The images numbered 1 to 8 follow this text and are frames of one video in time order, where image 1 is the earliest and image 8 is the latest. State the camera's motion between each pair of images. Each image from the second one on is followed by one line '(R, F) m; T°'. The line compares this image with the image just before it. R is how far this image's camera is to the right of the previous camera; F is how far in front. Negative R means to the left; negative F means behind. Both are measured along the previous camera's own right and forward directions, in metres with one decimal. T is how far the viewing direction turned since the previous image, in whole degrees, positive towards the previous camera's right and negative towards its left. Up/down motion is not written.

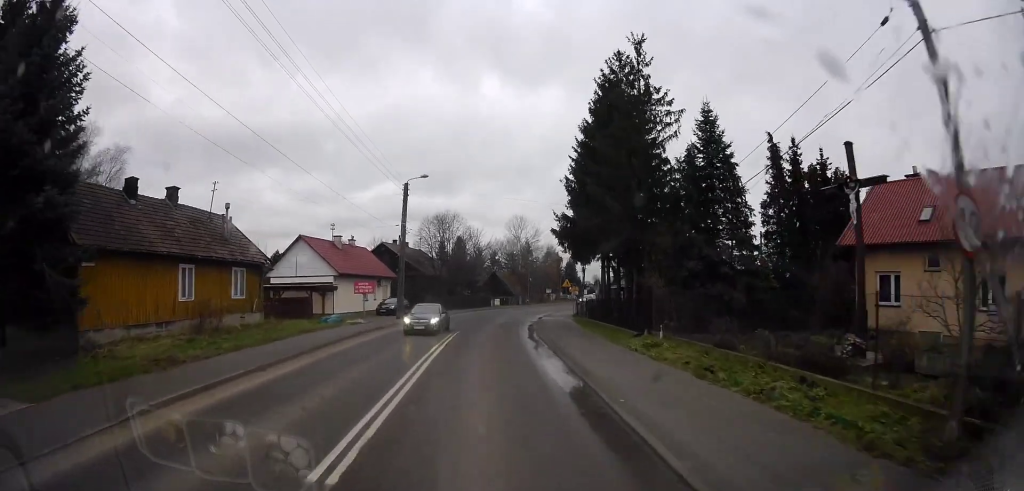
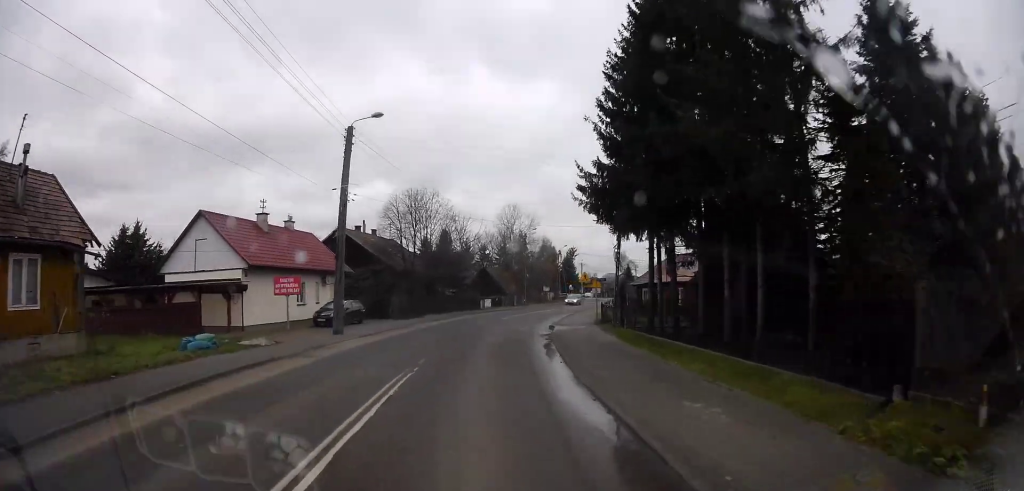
(-0.6, +13.2) m; -2°
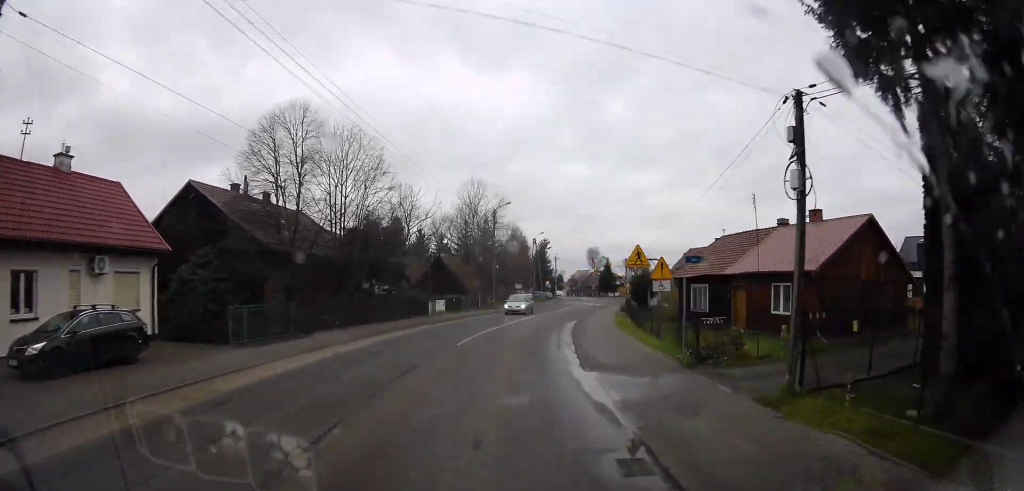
(+1.1, +19.3) m; +8°
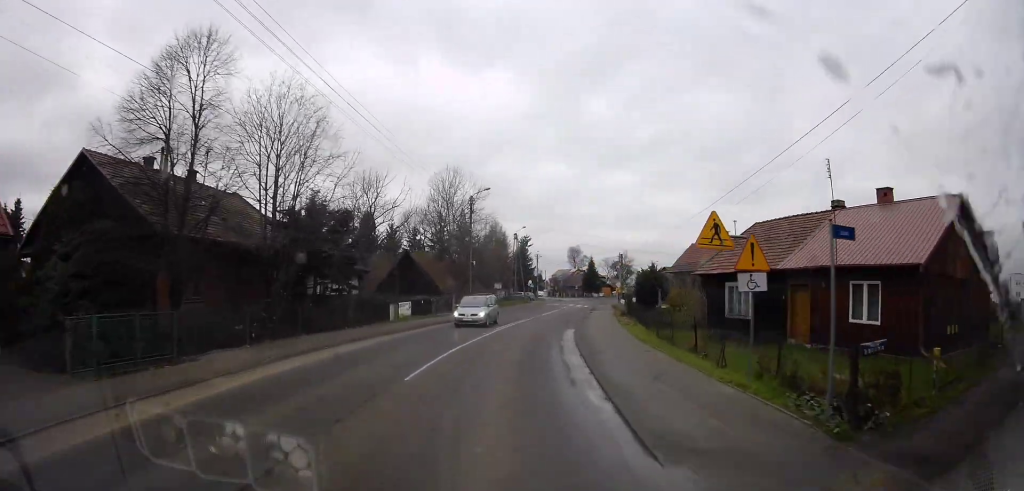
(+0.3, +7.1) m; +4°
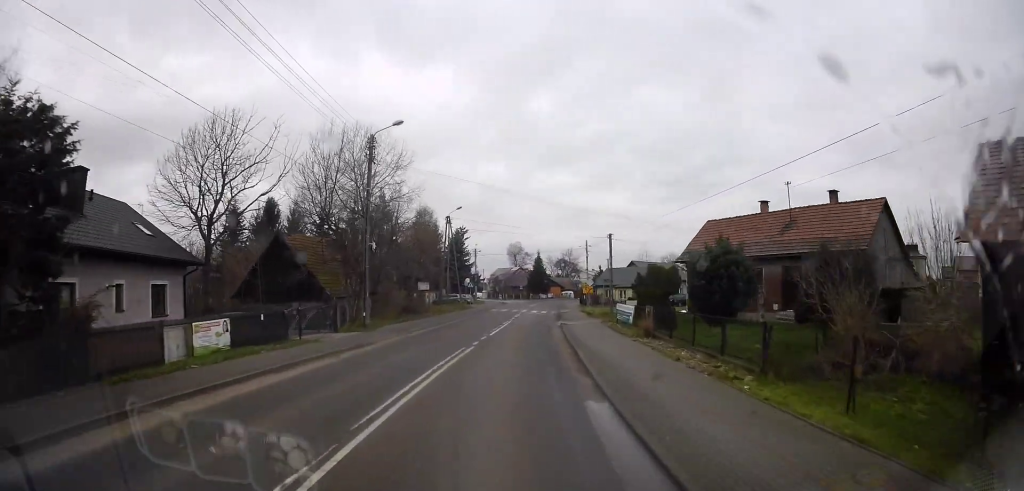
(+0.6, +17.3) m; +2°
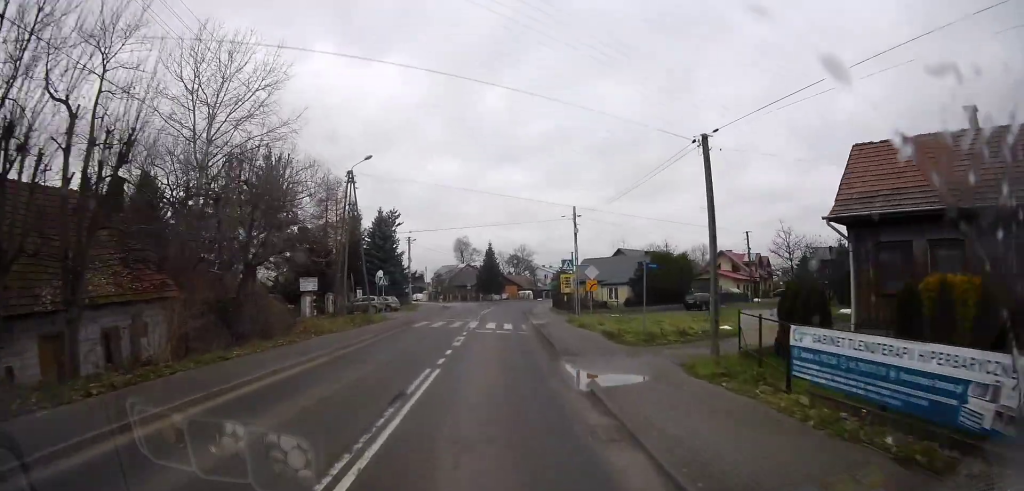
(+0.1, +20.6) m; +6°
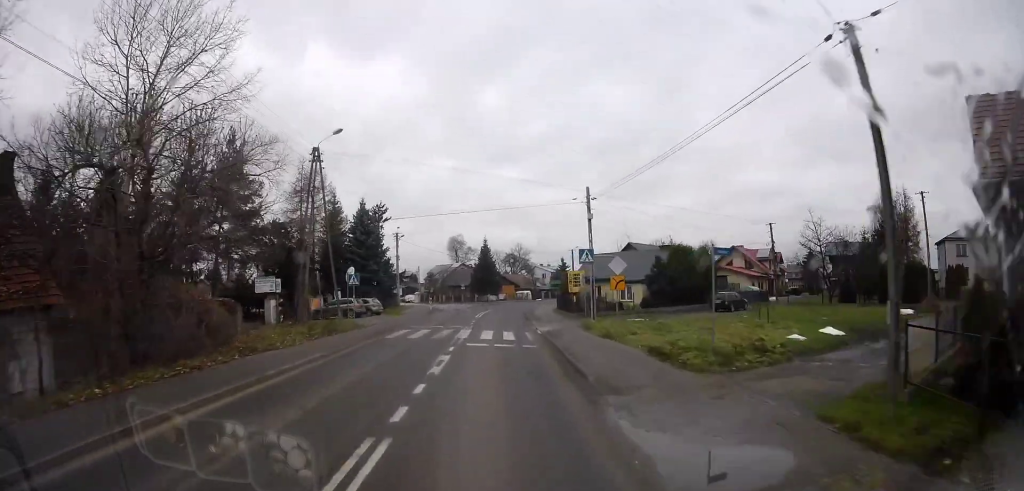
(-0.1, +5.8) m; +3°
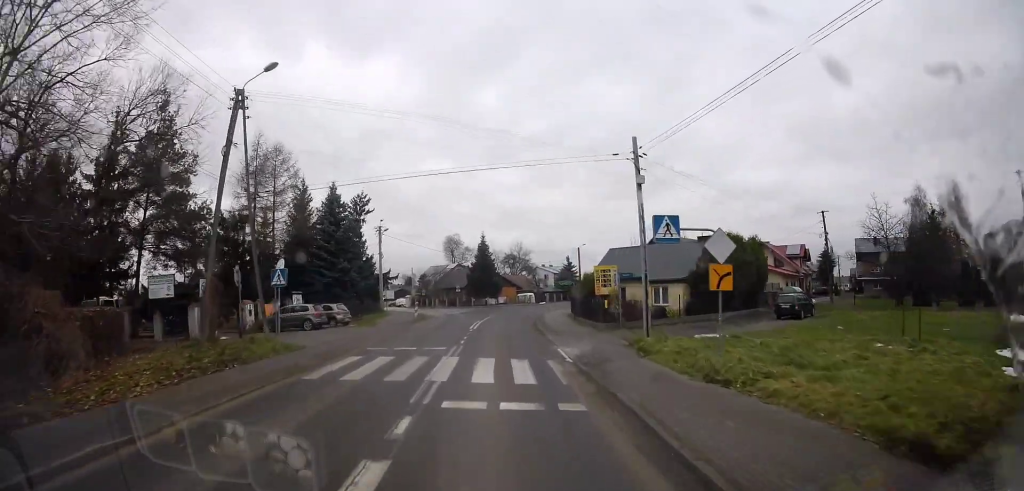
(+1.0, +8.7) m; +5°
